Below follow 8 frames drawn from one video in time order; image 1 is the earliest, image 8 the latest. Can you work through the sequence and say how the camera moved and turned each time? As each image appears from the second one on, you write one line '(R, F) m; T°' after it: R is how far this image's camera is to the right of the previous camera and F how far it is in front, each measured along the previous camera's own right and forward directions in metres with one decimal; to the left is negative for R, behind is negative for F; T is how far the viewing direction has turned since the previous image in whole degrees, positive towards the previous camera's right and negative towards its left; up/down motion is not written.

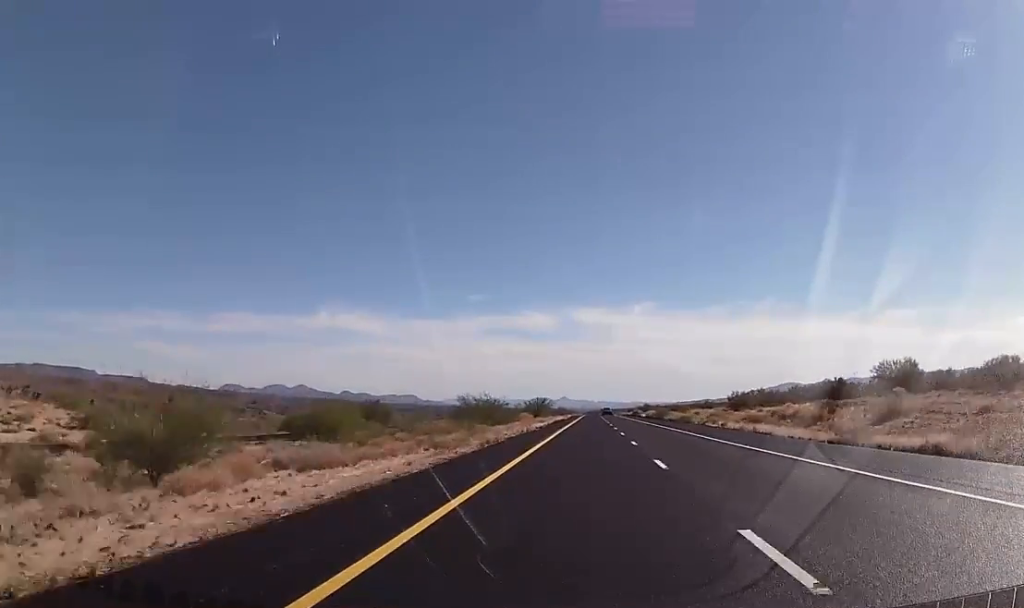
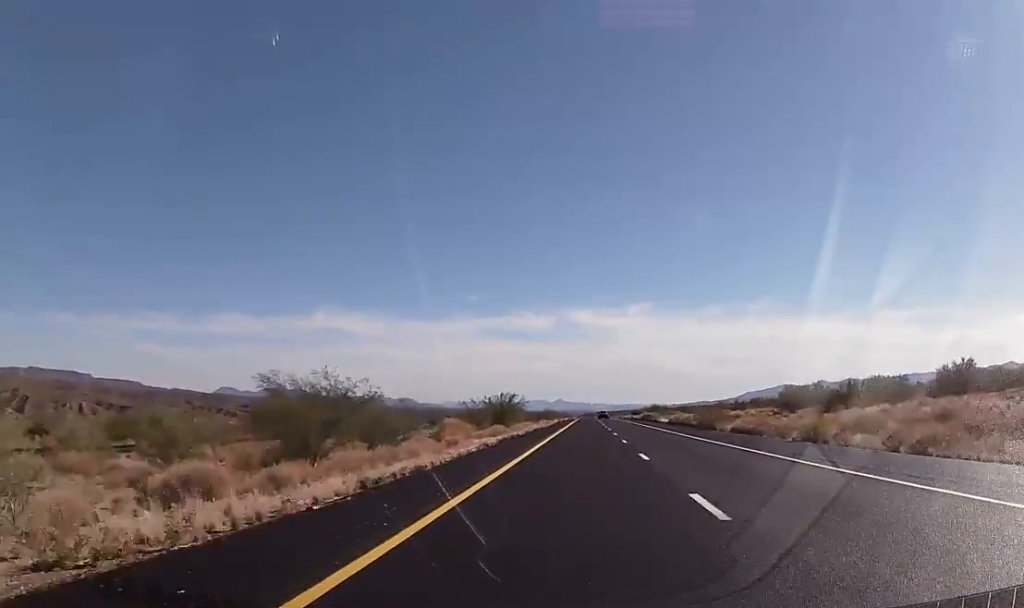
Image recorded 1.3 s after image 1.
(+0.3, +44.6) m; +1°
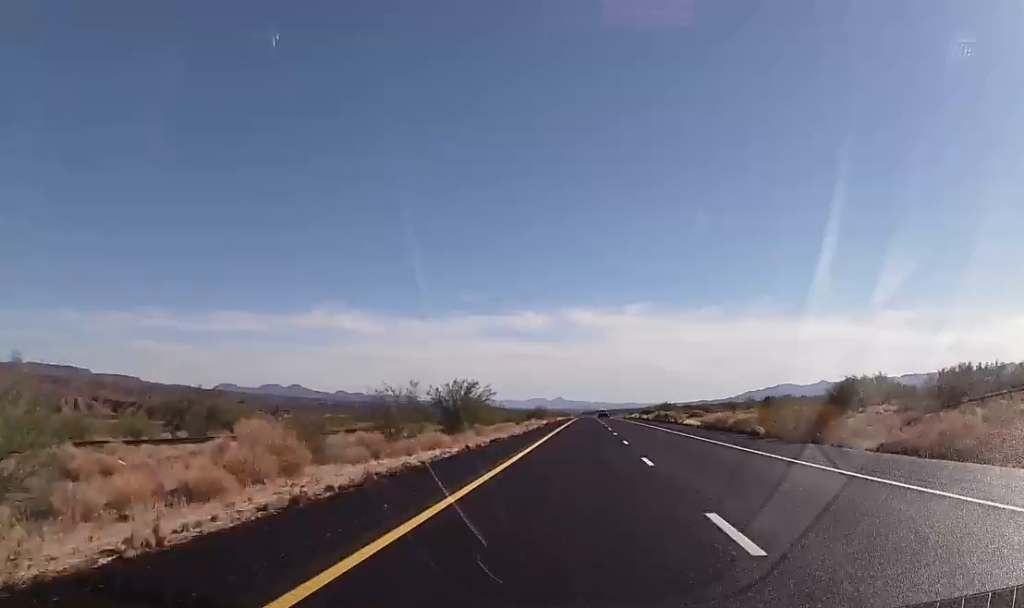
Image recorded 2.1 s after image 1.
(+0.2, +26.6) m; 0°
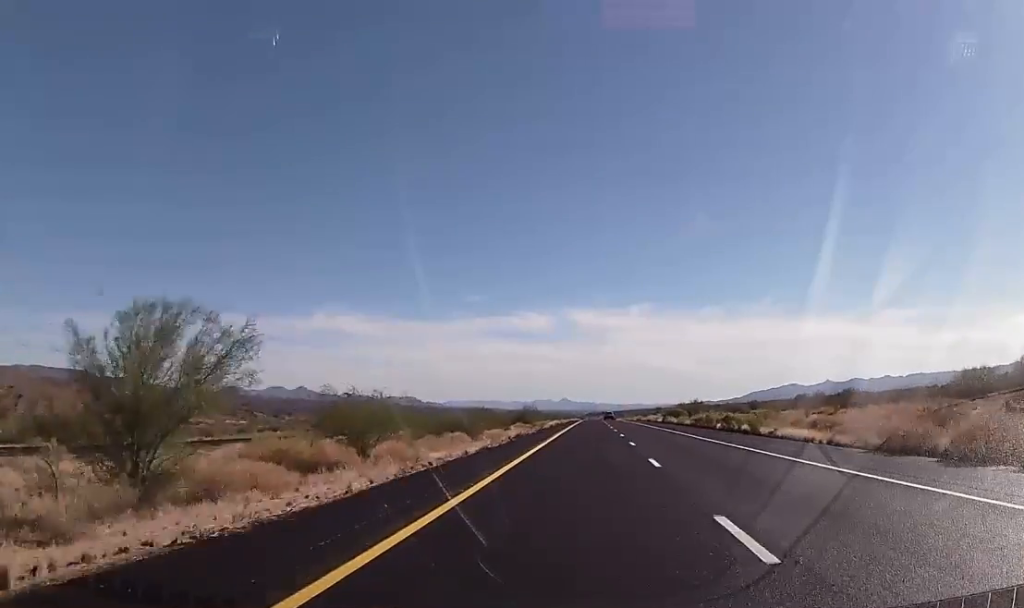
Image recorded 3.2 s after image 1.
(-0.4, +35.3) m; -1°
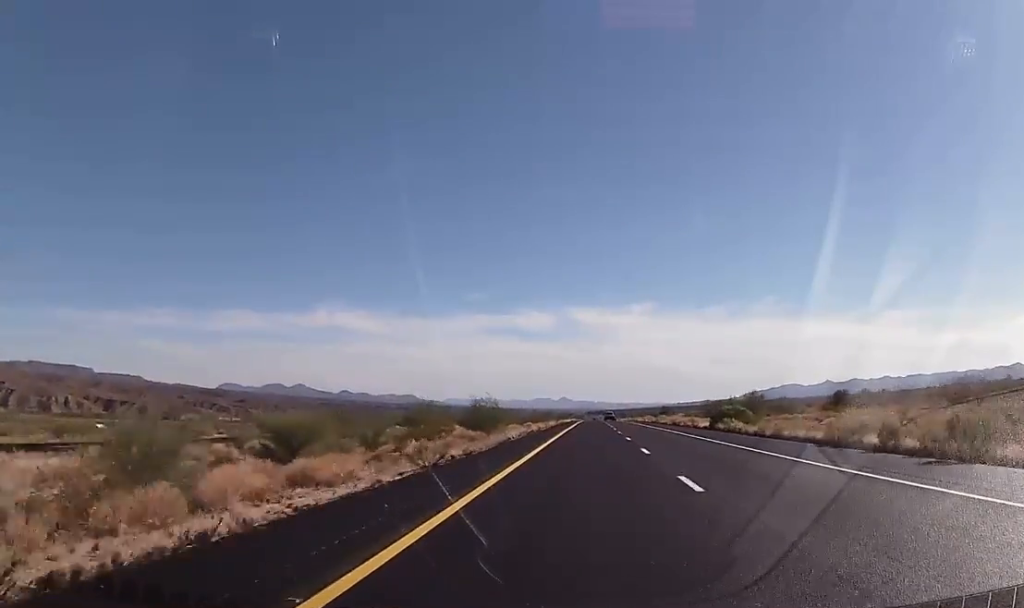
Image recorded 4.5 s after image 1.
(-0.4, +42.1) m; 0°
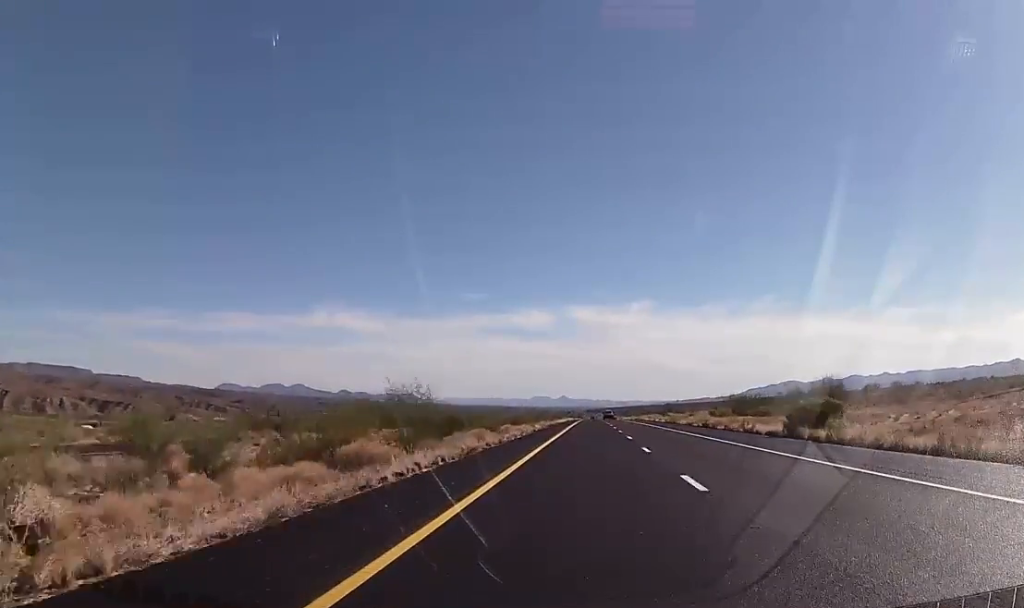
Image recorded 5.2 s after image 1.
(-0.1, +24.6) m; 0°
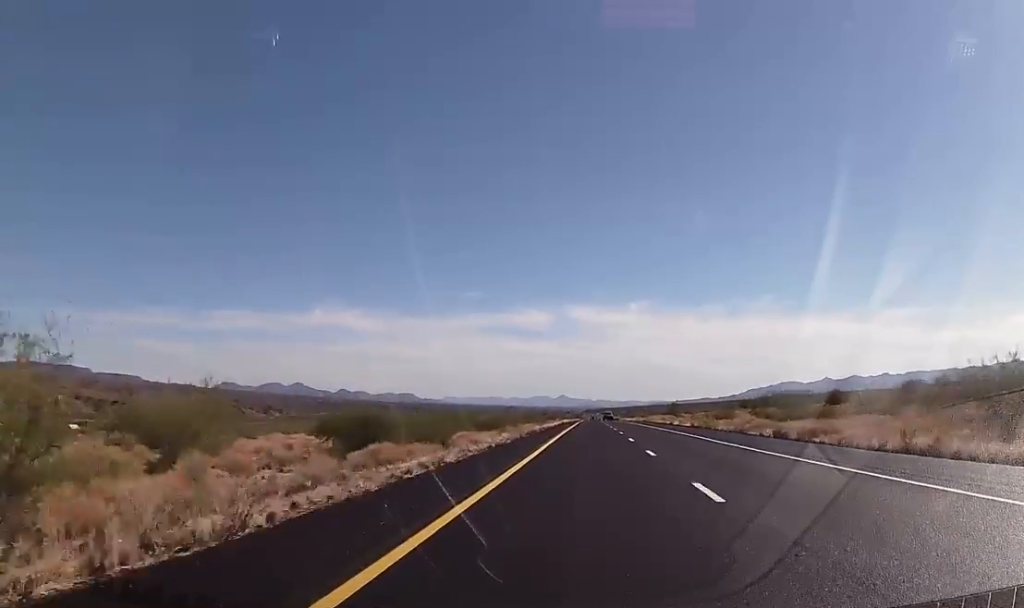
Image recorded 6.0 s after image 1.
(+0.3, +25.7) m; +1°
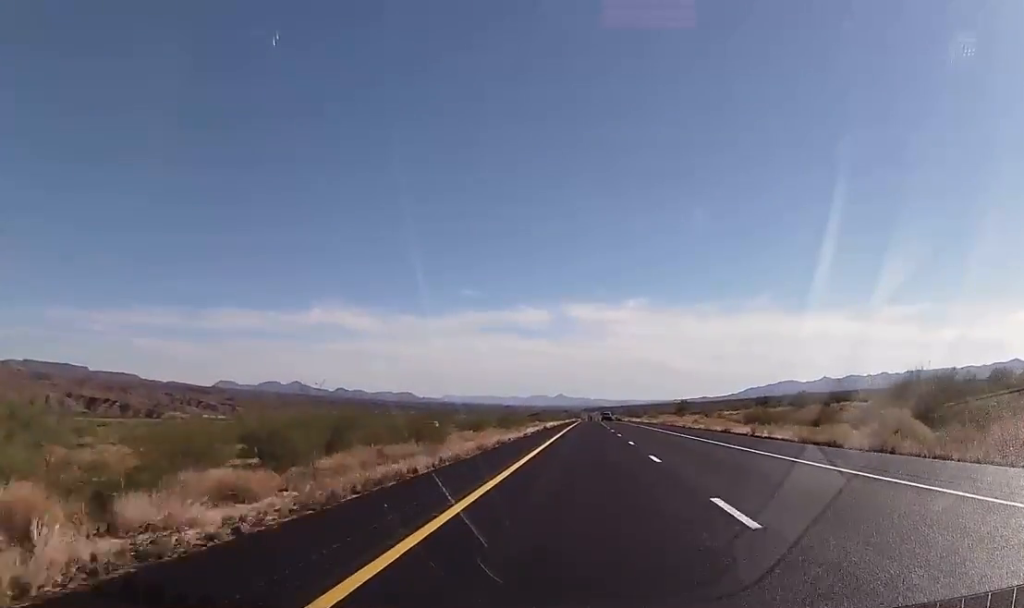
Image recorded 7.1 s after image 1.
(0.0, +39.1) m; 0°
